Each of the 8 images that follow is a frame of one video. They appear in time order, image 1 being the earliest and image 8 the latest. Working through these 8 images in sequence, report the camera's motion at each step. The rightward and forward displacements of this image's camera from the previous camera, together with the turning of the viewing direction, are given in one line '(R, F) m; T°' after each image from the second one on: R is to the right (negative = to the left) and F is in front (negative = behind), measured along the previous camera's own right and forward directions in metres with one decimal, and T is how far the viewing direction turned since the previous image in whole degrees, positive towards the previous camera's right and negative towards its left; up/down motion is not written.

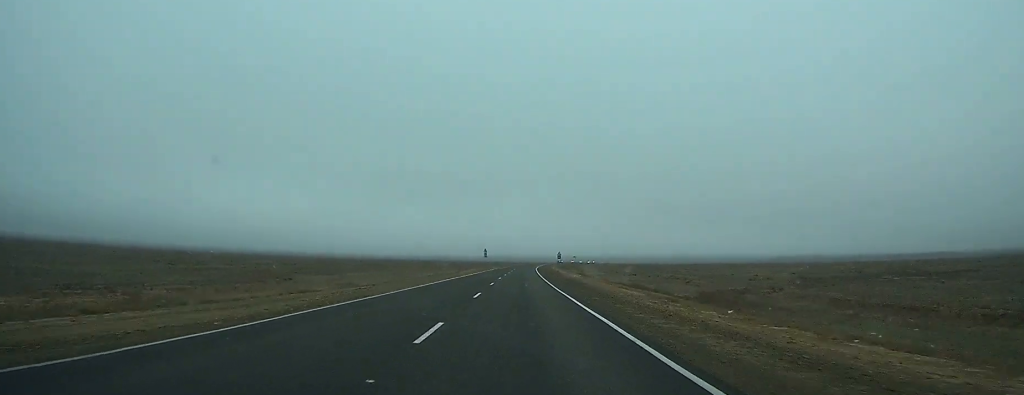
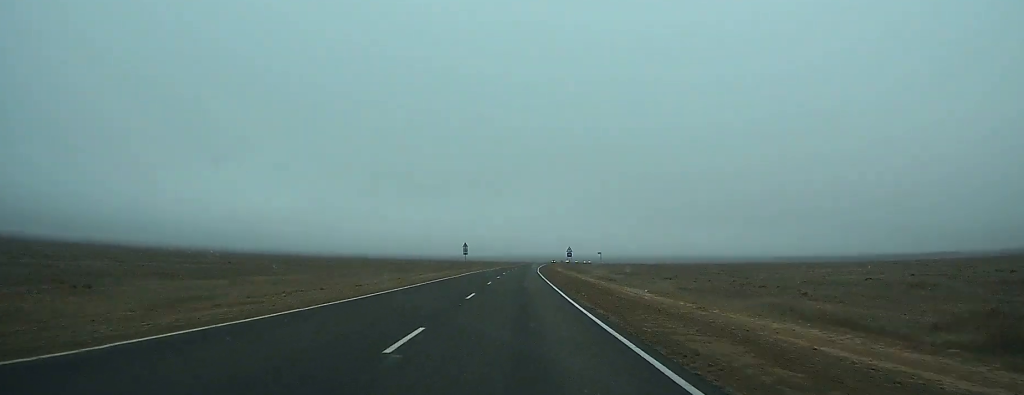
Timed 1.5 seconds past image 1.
(+0.2, +35.6) m; +1°
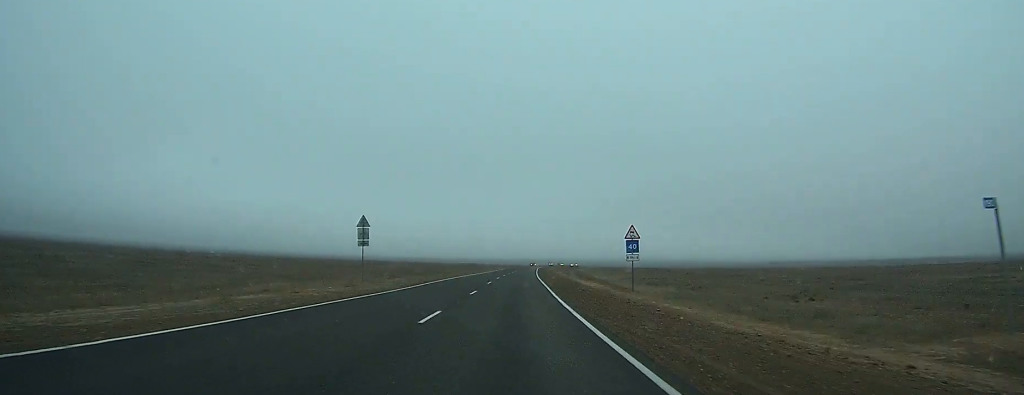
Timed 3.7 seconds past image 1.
(+0.6, +53.0) m; +1°
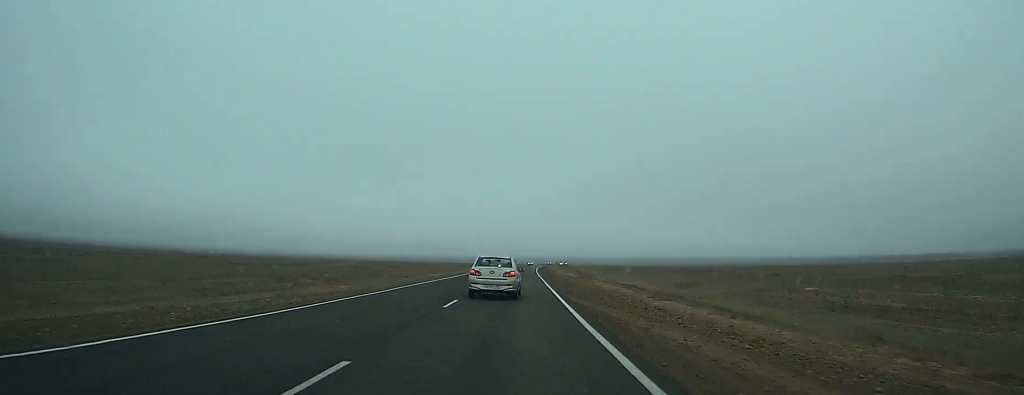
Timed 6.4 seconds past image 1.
(+0.8, +71.3) m; +1°
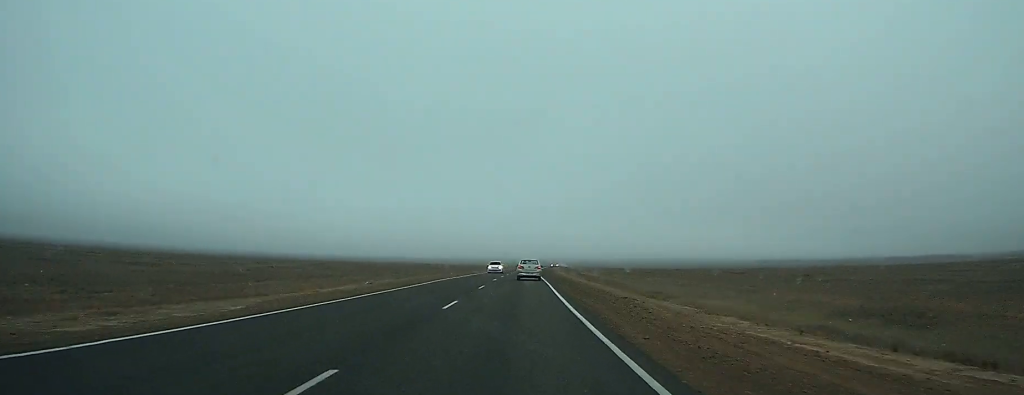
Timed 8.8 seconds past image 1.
(+0.7, +62.0) m; +1°
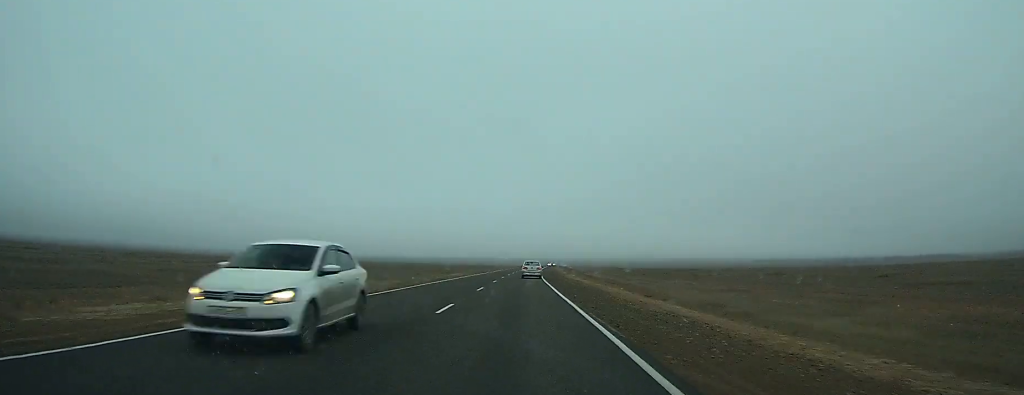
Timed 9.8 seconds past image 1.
(+0.1, +25.4) m; 0°
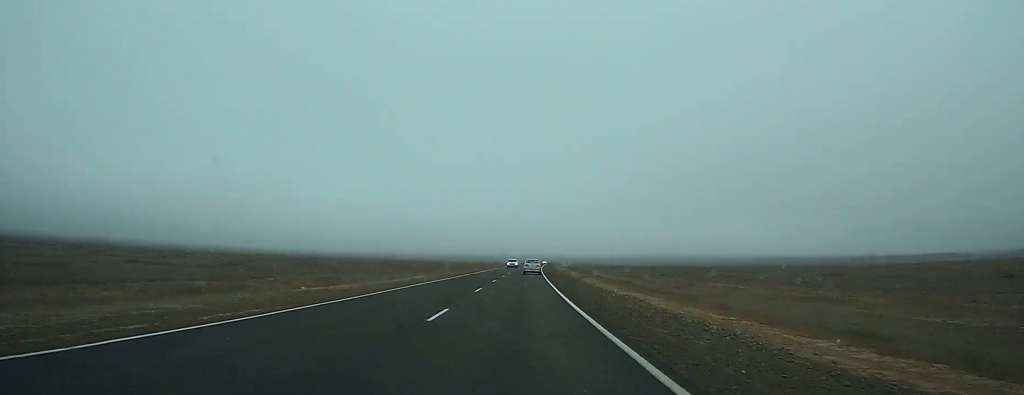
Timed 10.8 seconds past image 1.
(+0.2, +24.7) m; +1°
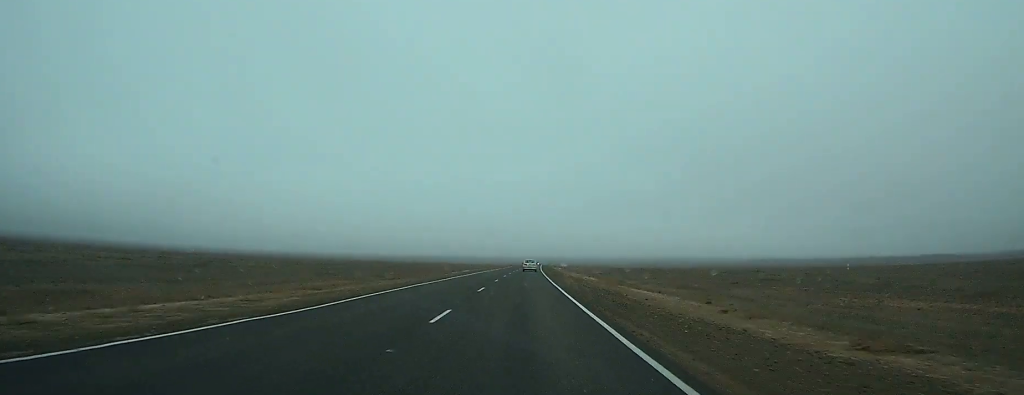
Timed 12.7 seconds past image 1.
(+0.4, +46.2) m; +1°
